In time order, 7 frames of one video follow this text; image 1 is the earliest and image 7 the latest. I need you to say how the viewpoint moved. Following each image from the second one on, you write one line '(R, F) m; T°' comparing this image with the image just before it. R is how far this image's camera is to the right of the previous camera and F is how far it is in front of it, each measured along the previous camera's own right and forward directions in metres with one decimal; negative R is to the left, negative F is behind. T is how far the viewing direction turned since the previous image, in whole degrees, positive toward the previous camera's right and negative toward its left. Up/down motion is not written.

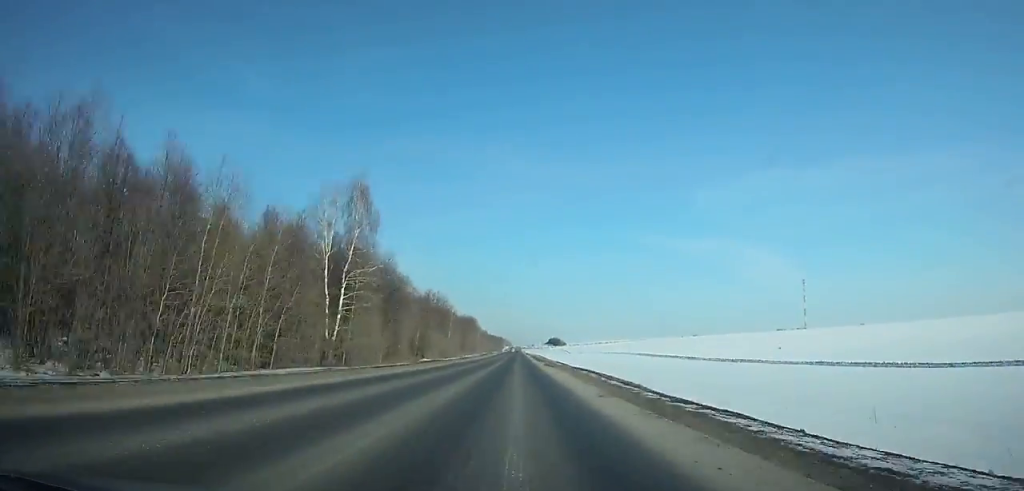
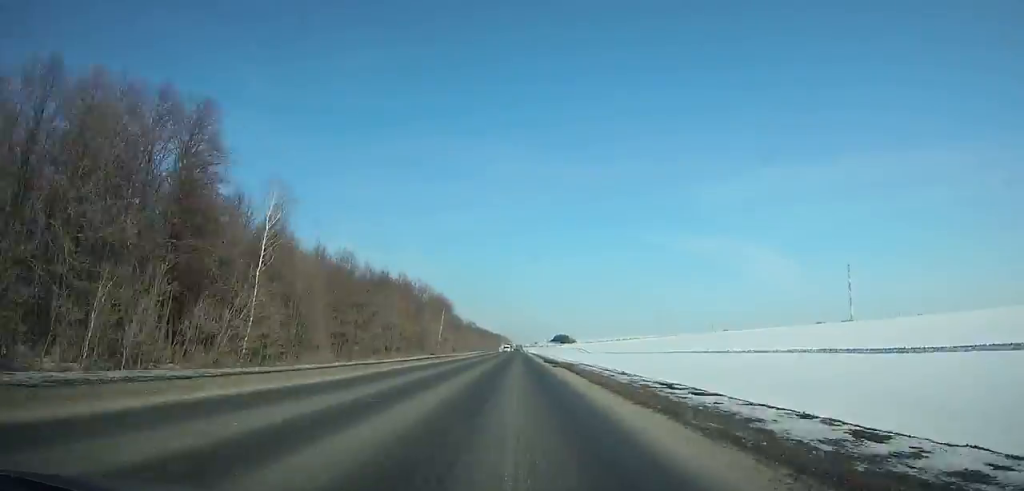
(-0.5, +126.9) m; -1°
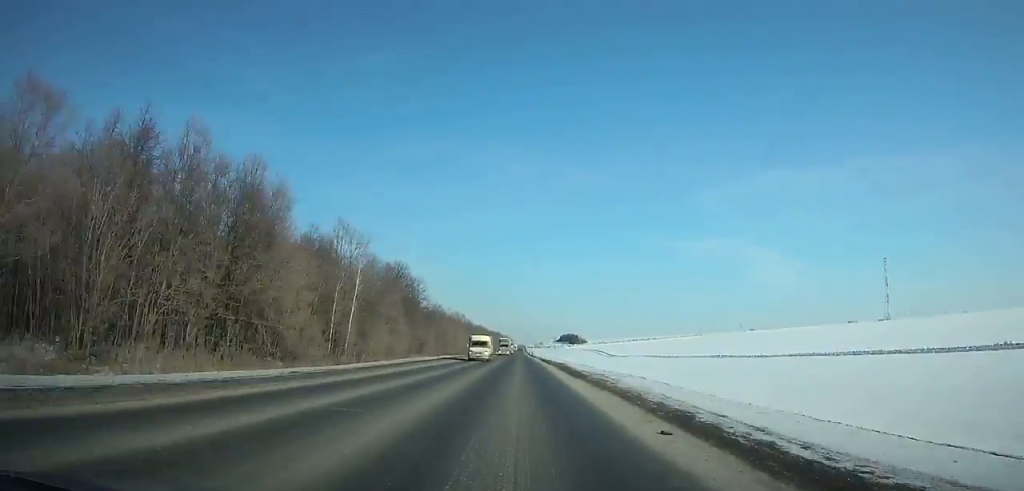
(-0.2, +76.6) m; 0°
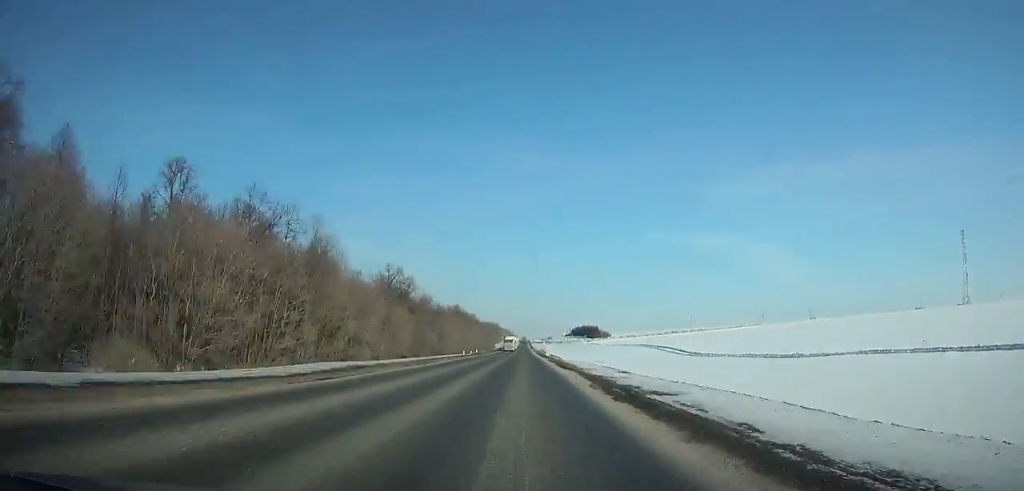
(+0.2, +135.9) m; 0°
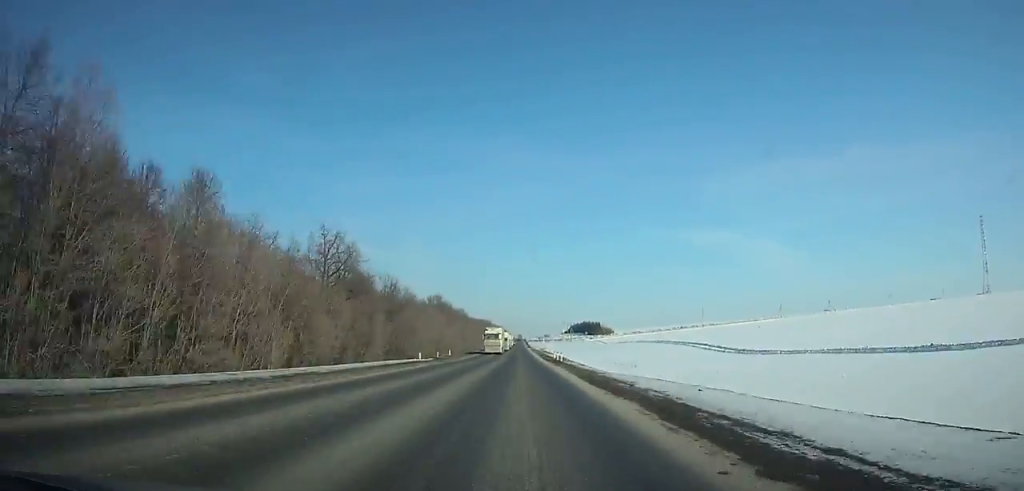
(+0.1, +36.4) m; 0°
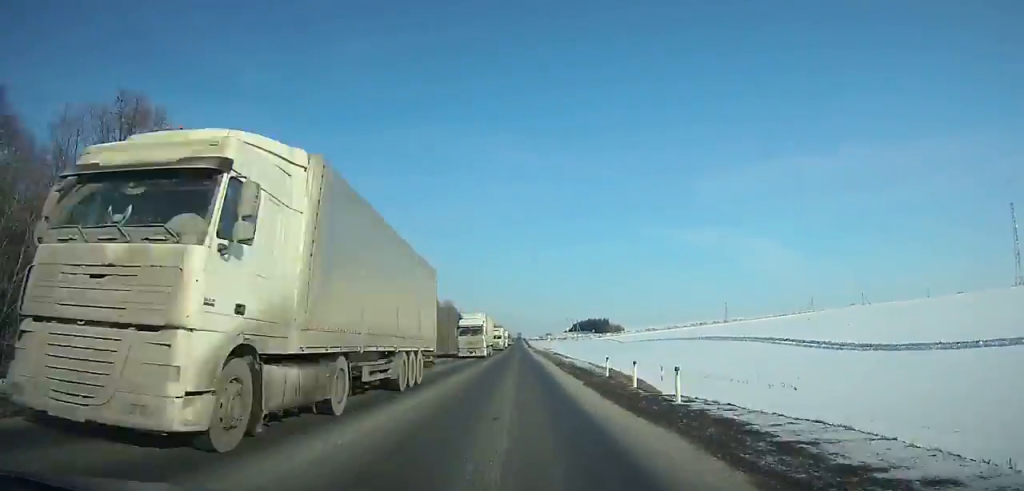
(0.0, +45.0) m; 0°
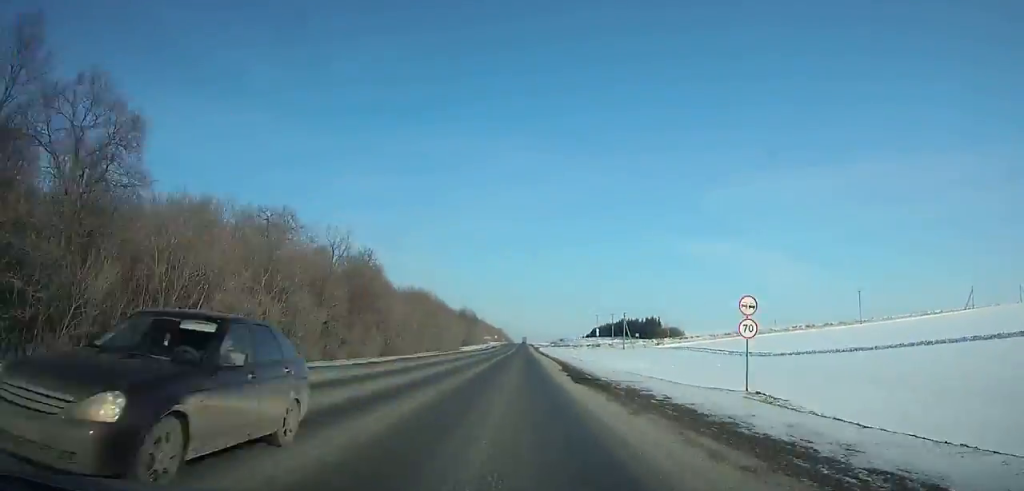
(-0.6, +128.5) m; 0°
